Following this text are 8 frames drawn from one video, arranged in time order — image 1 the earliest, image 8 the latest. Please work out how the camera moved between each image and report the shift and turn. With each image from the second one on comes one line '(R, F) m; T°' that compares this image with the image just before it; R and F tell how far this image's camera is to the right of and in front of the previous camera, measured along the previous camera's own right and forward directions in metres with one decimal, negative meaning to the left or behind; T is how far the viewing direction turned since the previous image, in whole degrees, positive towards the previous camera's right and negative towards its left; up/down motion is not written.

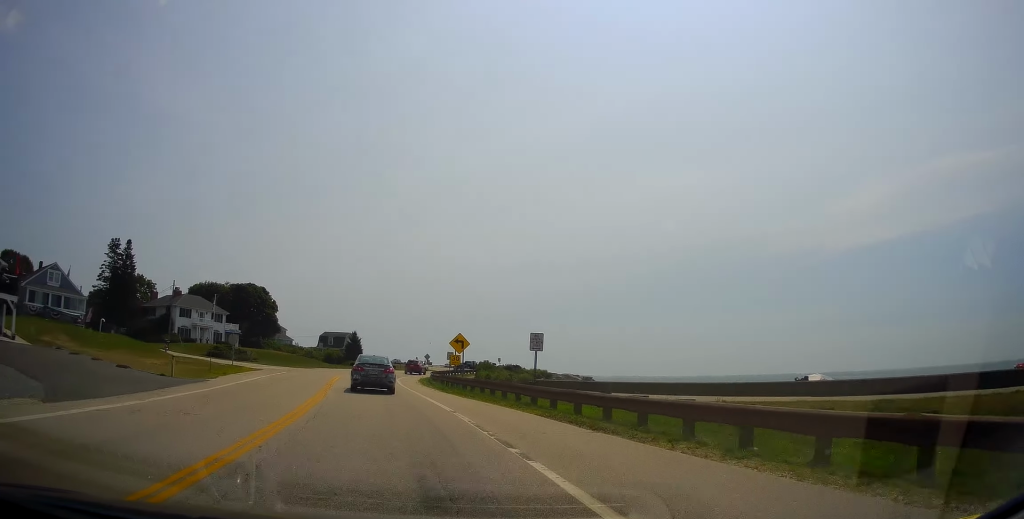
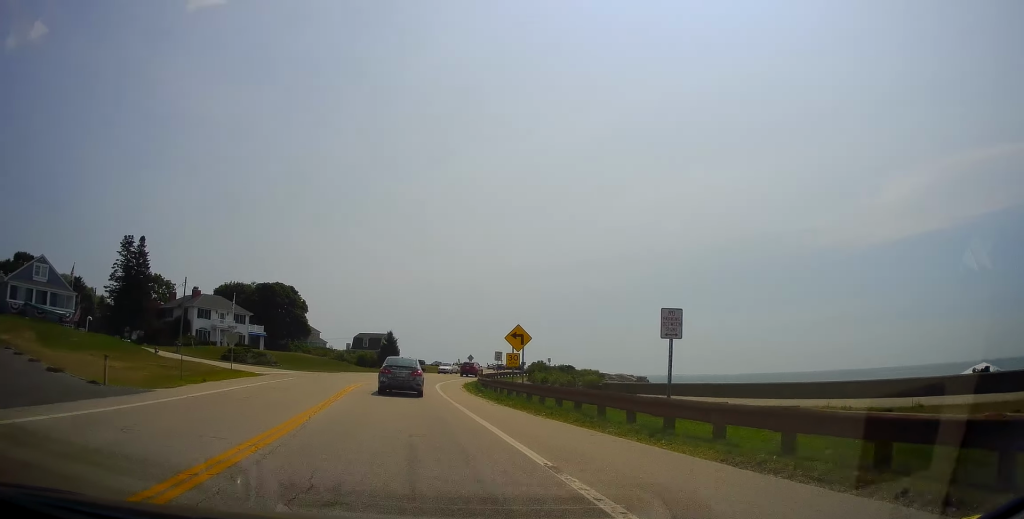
(-0.5, +8.7) m; -2°
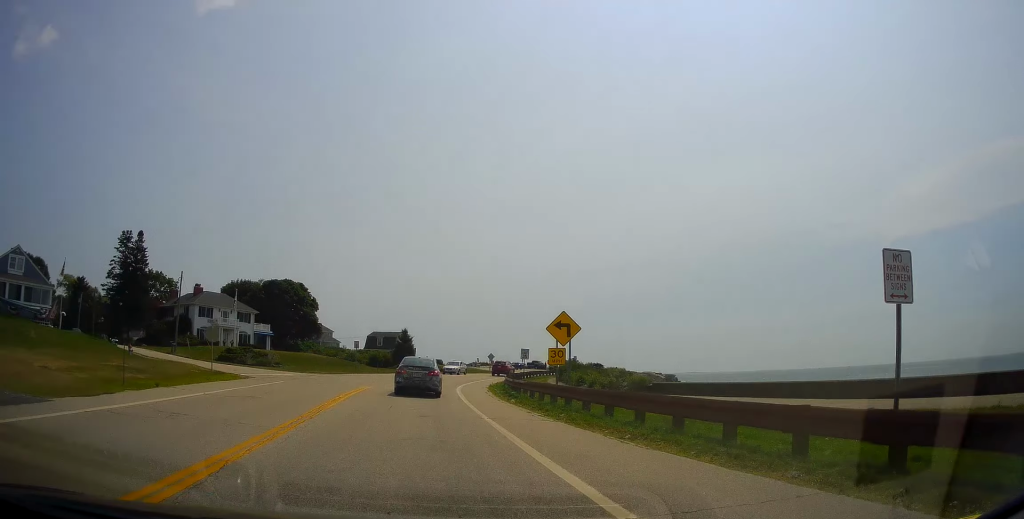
(+0.2, +6.2) m; +1°
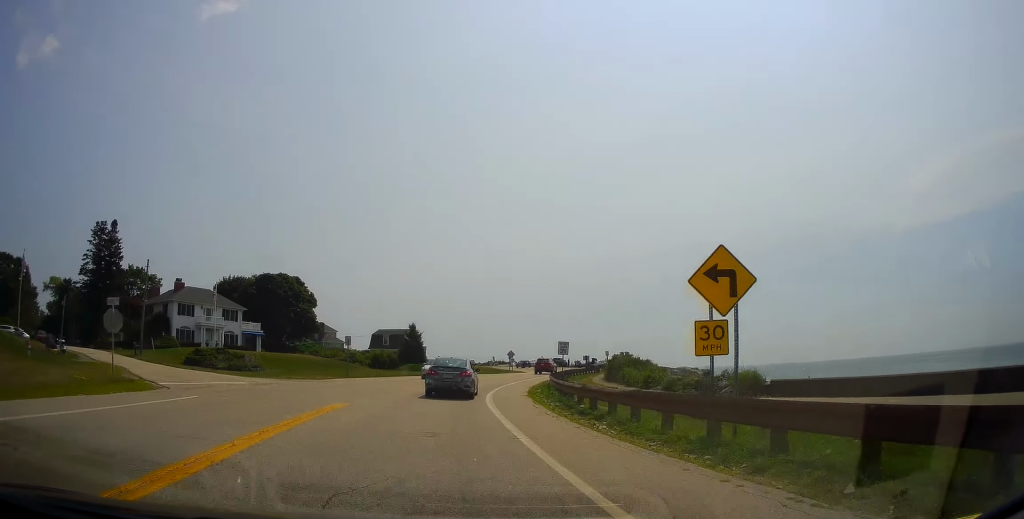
(+0.1, +11.5) m; -1°
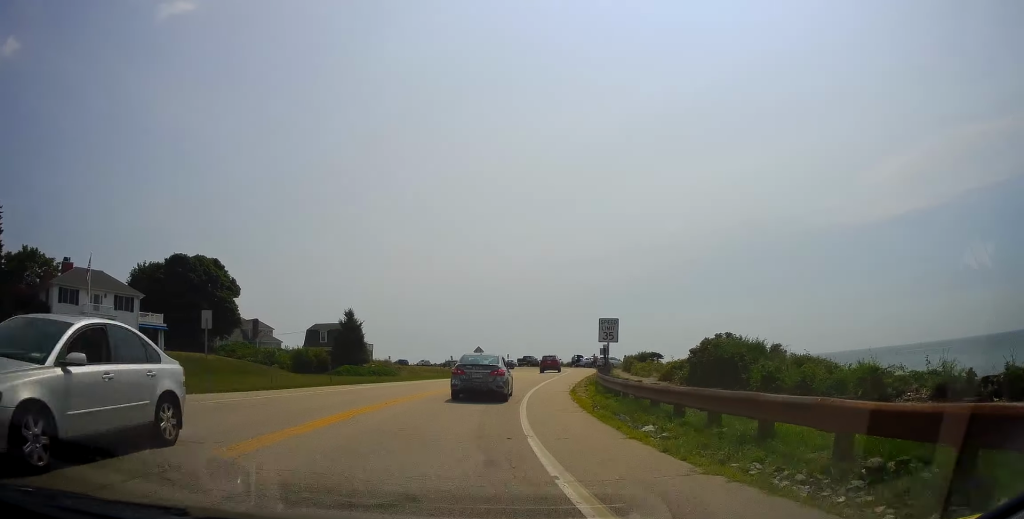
(-0.2, +19.2) m; +3°
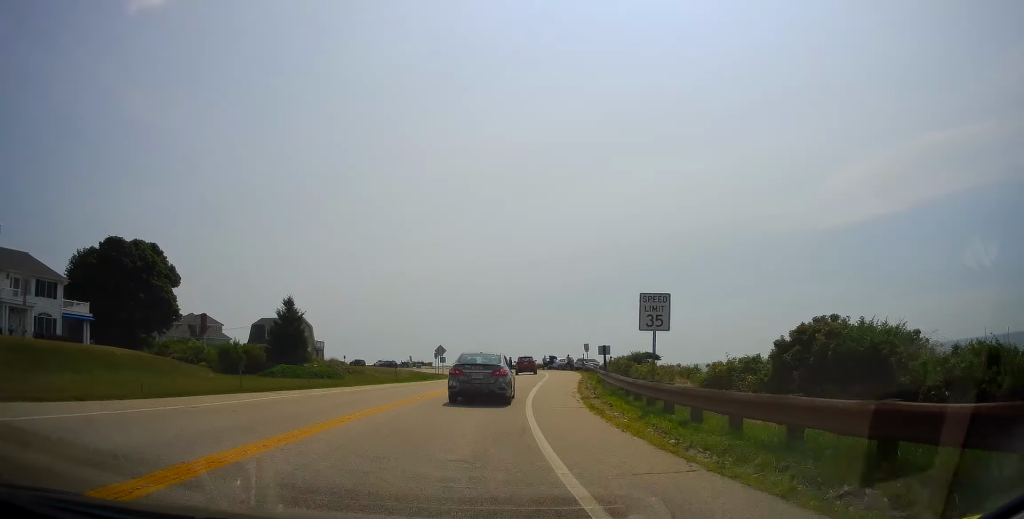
(+0.7, +8.3) m; +3°
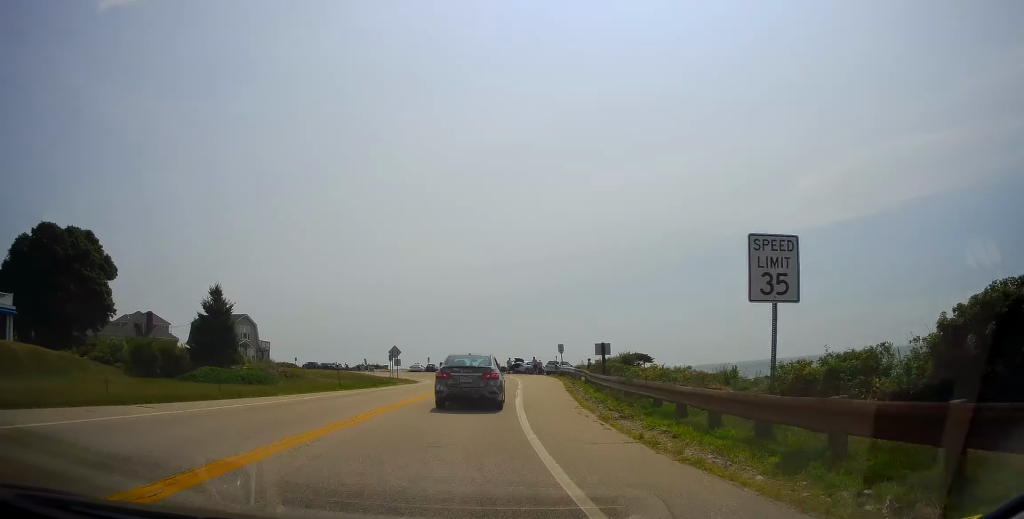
(-0.2, +6.7) m; +3°
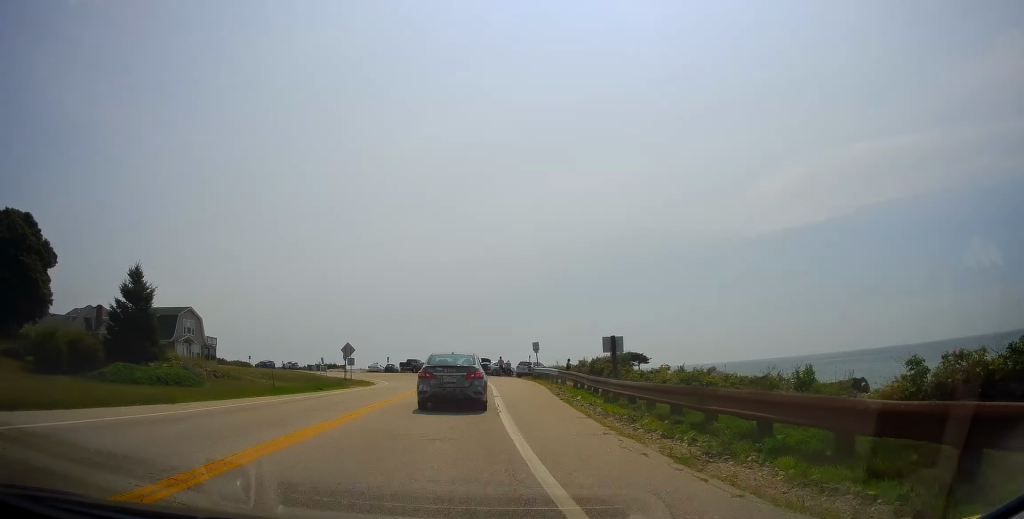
(-0.2, +6.2) m; +3°
